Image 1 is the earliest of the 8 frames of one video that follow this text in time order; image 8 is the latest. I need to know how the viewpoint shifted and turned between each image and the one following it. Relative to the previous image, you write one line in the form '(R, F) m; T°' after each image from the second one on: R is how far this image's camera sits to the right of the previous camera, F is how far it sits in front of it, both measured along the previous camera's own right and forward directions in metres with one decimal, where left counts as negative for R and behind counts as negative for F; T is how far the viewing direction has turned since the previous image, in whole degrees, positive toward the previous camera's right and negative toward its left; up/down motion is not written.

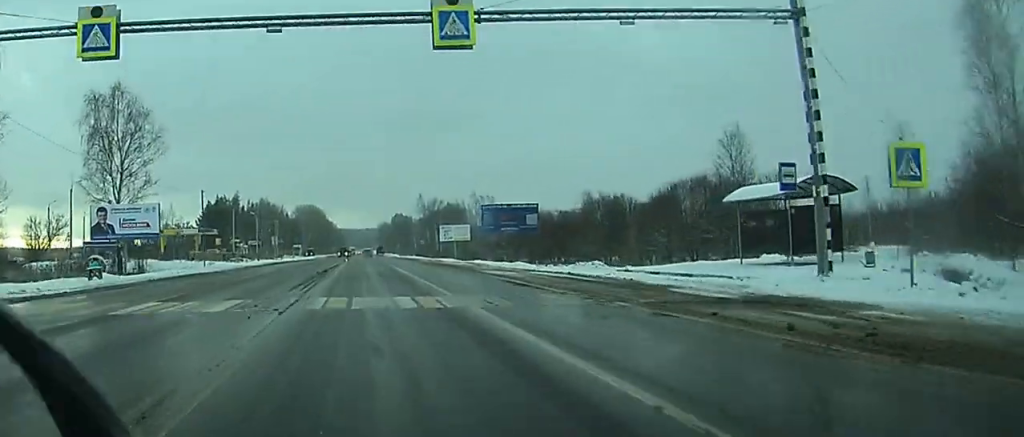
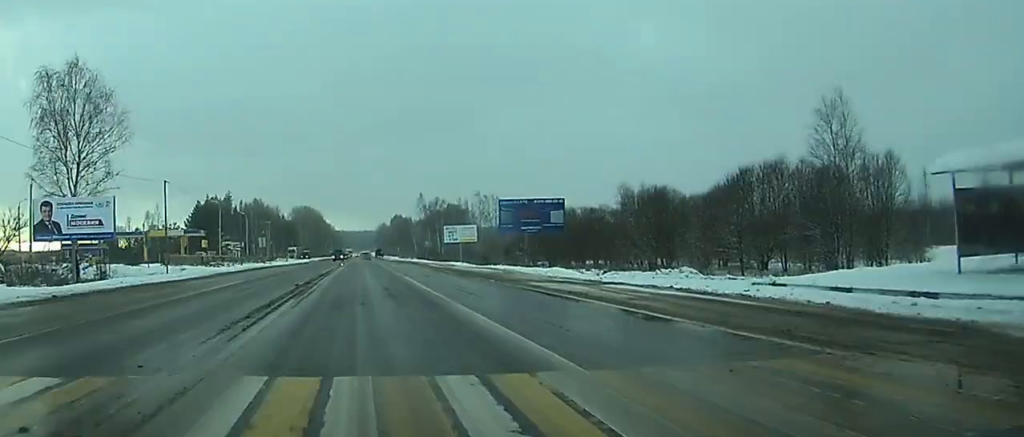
(0.0, +12.8) m; 0°
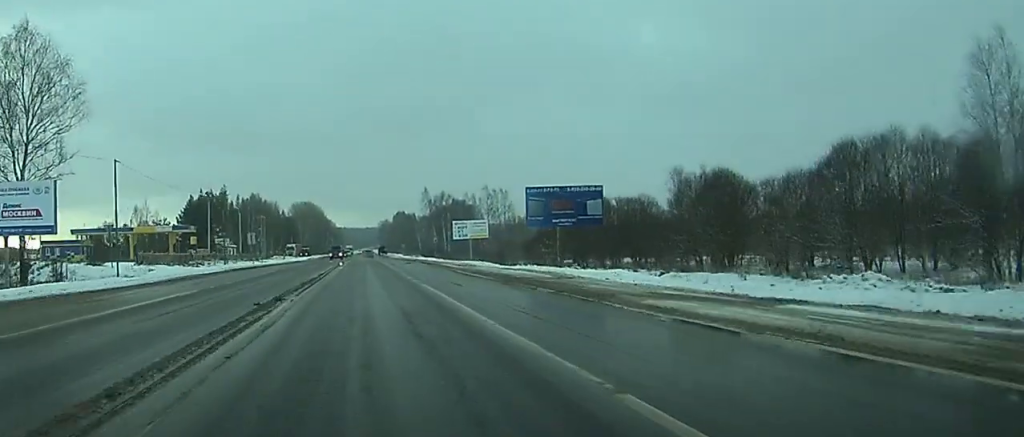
(0.0, +12.2) m; 0°
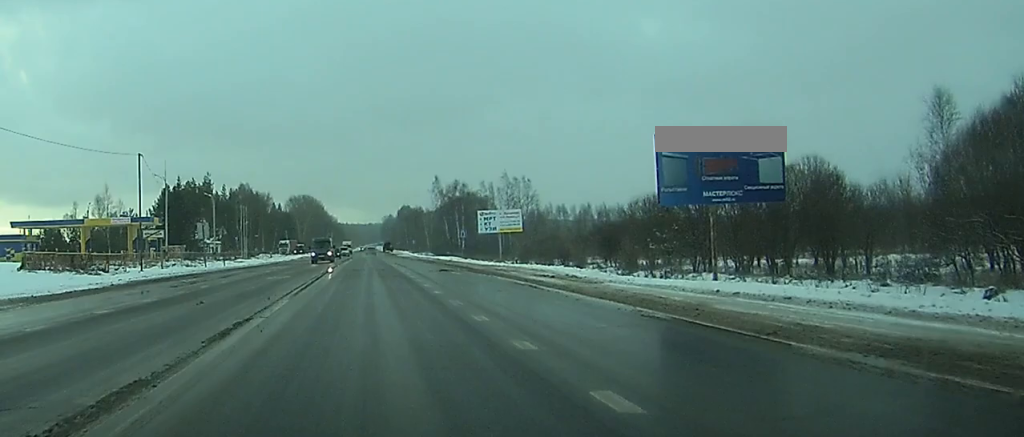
(0.0, +29.8) m; 0°
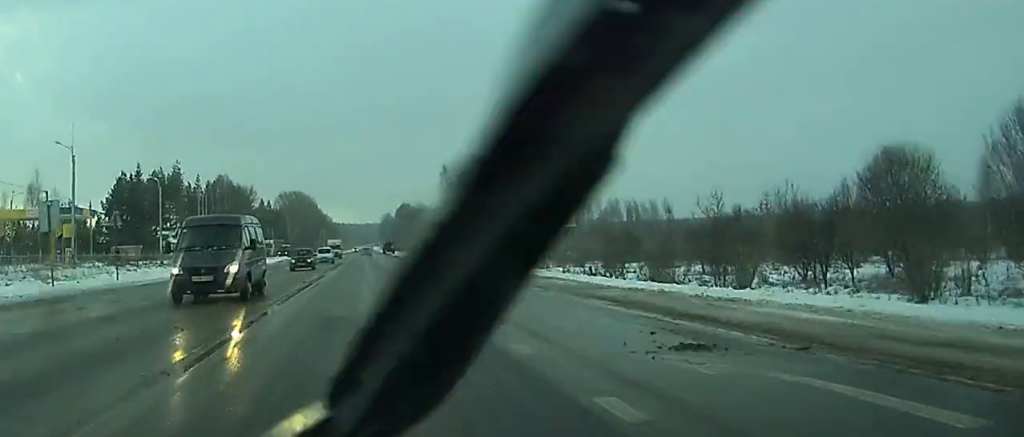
(+0.1, +32.5) m; 0°
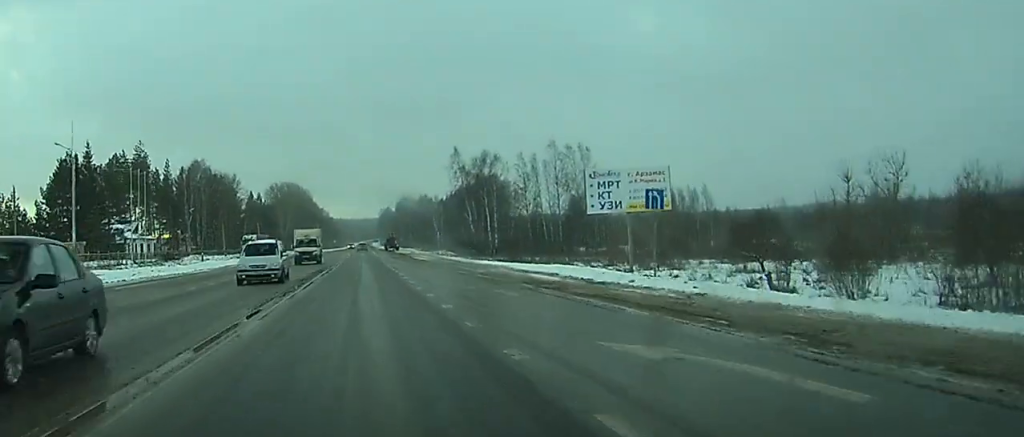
(-0.1, +29.1) m; 0°
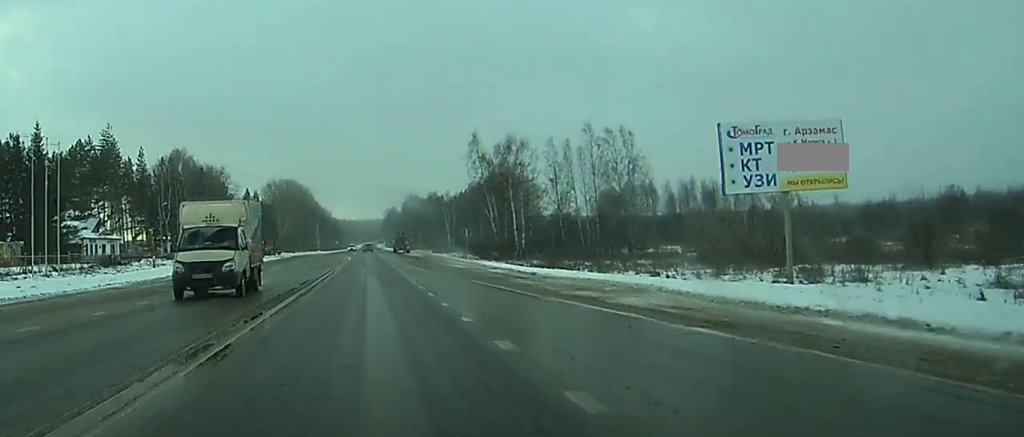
(0.0, +23.1) m; 0°
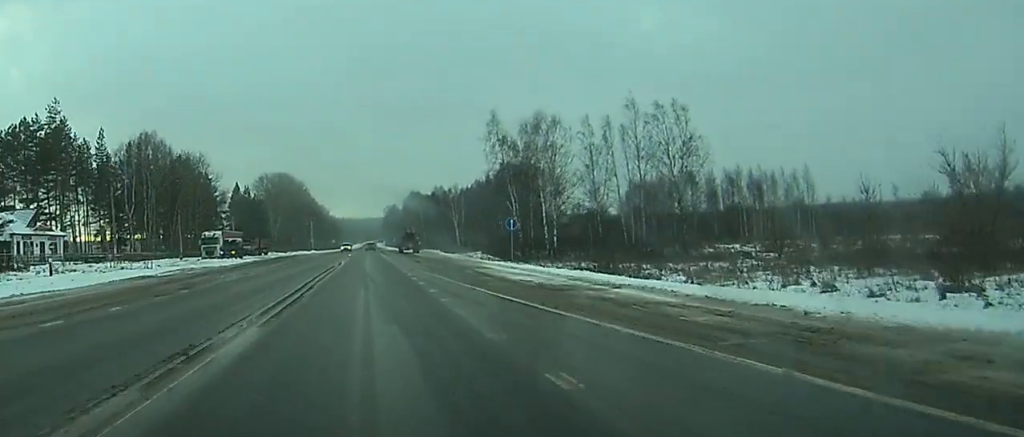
(0.0, +22.8) m; 0°
